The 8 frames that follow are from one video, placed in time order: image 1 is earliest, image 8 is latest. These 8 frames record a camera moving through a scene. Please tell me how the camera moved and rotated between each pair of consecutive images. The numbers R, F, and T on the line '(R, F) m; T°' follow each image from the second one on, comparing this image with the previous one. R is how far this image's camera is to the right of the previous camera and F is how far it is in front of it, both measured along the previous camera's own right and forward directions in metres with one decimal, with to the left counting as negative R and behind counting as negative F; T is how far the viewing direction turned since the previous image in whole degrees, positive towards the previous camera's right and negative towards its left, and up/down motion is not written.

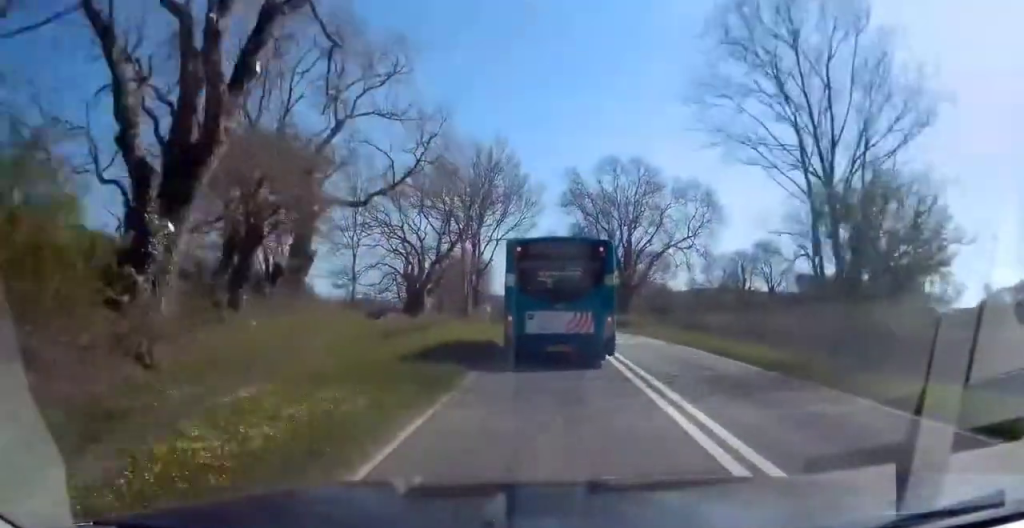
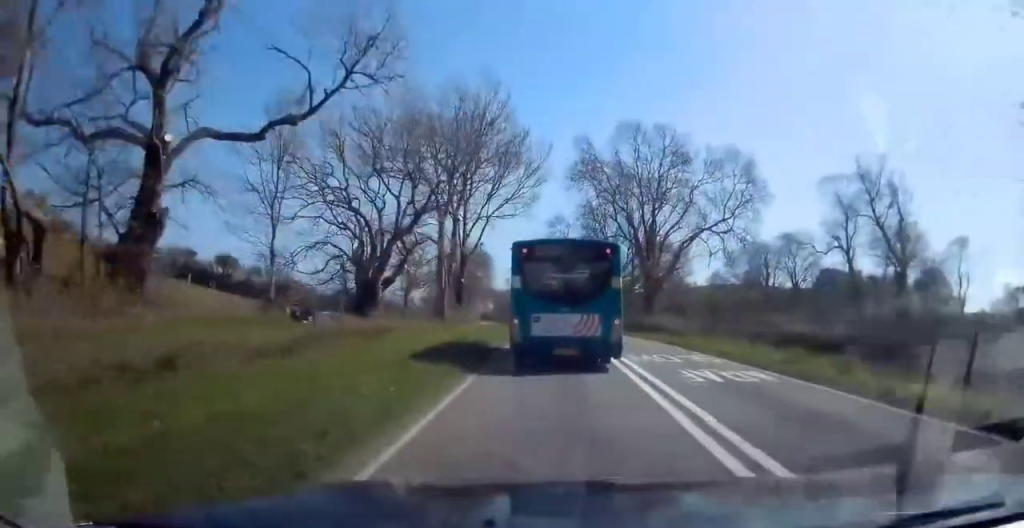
(-0.6, +13.5) m; -3°
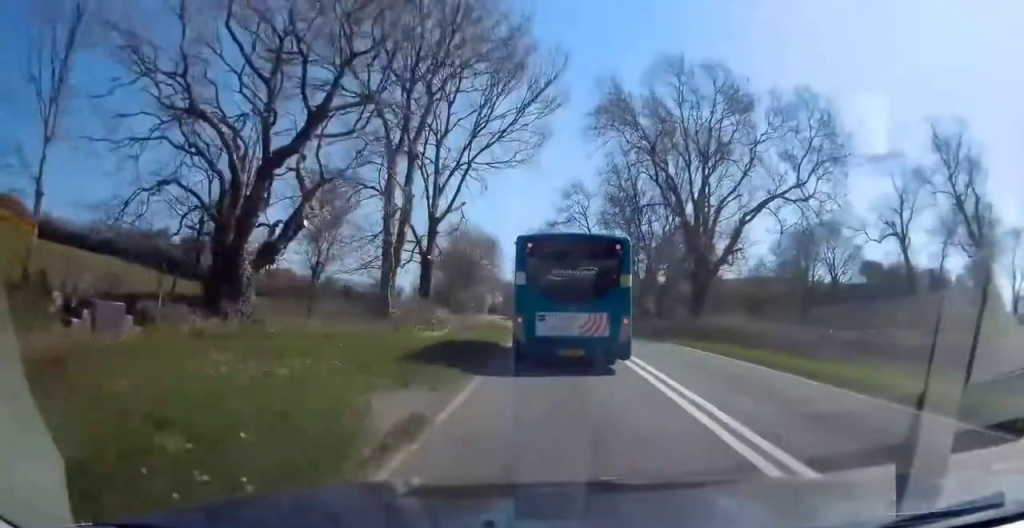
(-0.2, +15.9) m; -1°
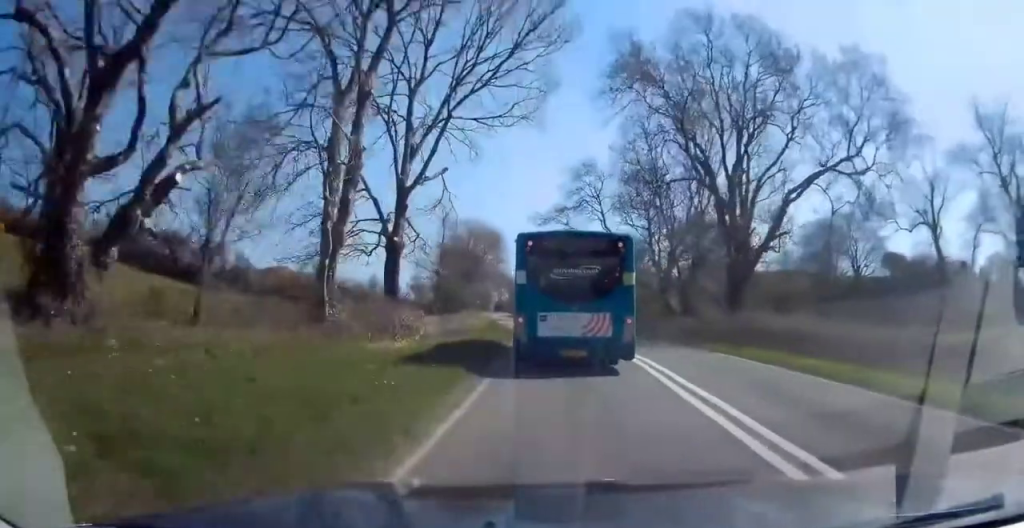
(0.0, +7.4) m; 0°
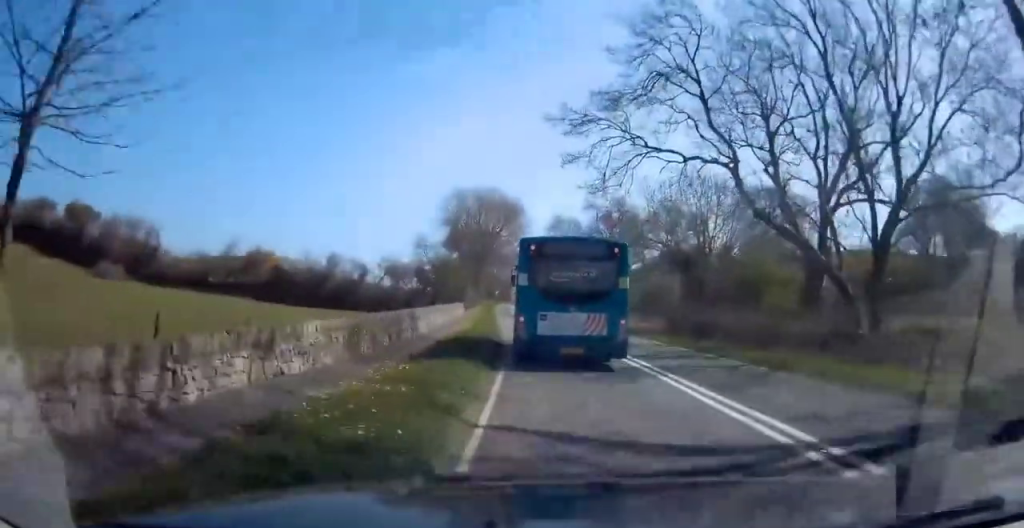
(+0.3, +27.8) m; 0°
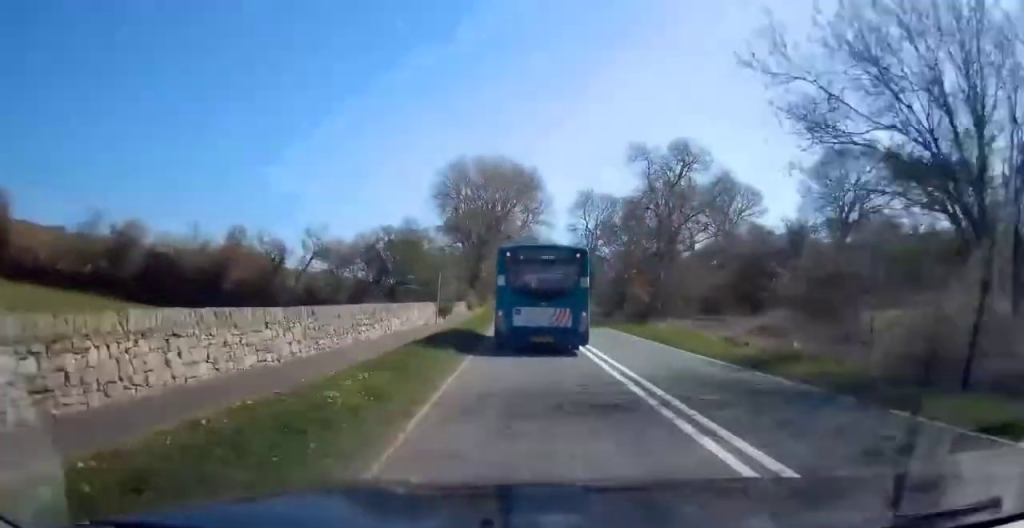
(-1.3, +25.9) m; -5°
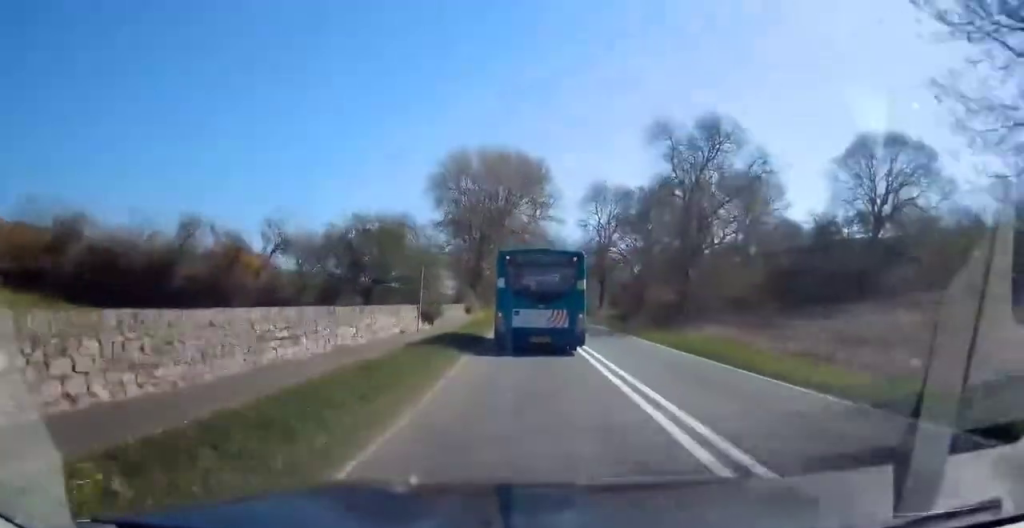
(0.0, +7.0) m; 0°
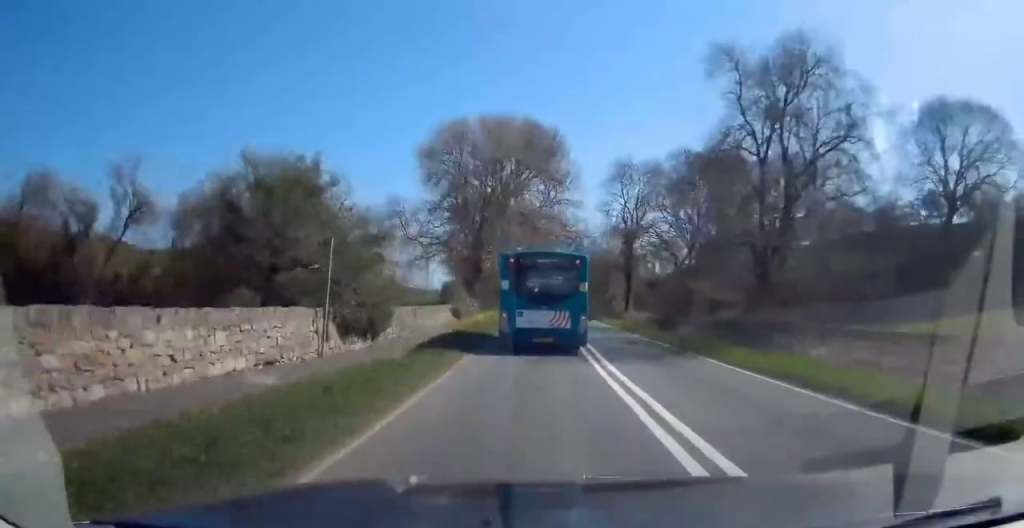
(0.0, +13.0) m; 0°
